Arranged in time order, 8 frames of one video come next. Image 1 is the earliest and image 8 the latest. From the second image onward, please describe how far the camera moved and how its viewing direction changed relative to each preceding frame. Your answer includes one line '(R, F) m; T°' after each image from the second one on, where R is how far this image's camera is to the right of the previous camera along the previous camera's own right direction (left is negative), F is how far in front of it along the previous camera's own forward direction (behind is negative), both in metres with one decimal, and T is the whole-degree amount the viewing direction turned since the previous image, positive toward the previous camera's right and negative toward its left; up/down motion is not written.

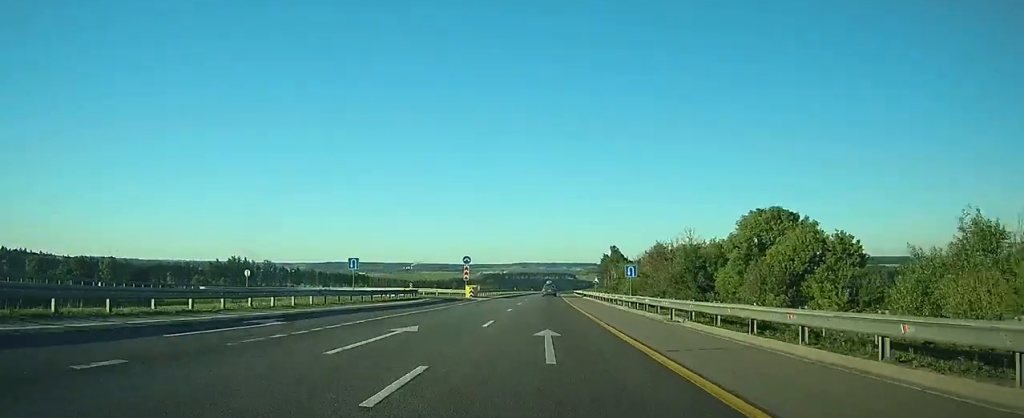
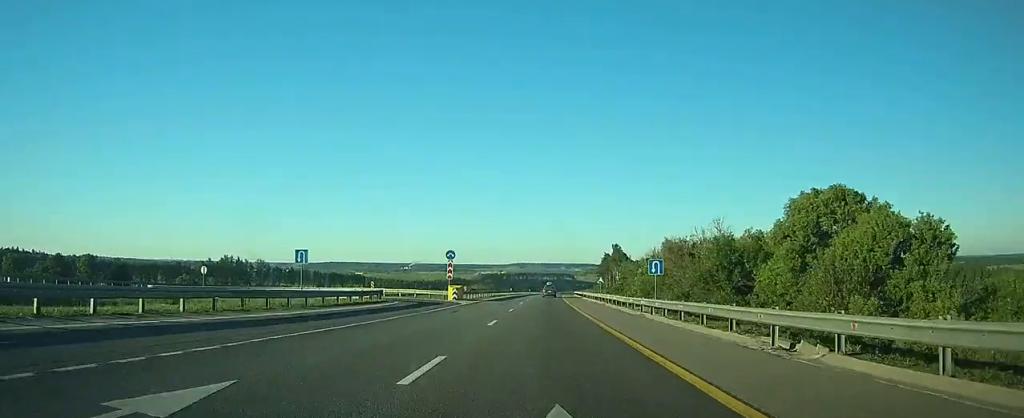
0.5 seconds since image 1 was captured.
(0.0, +10.4) m; 0°
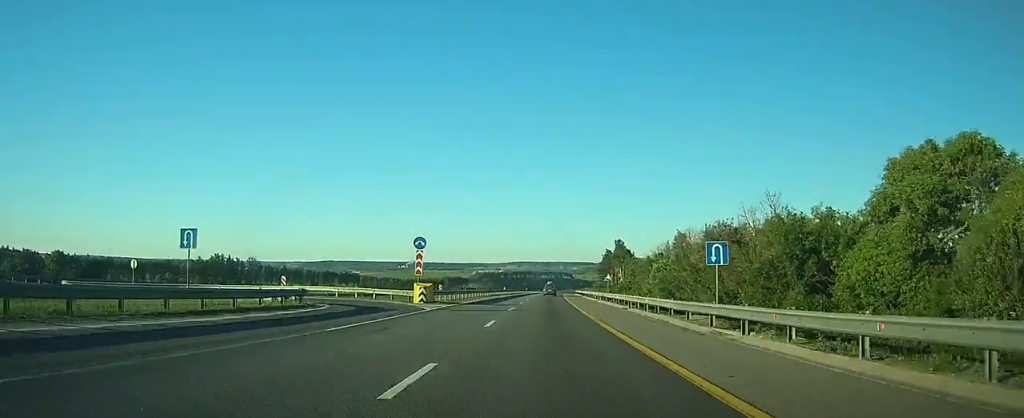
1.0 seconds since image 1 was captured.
(0.0, +12.7) m; 0°
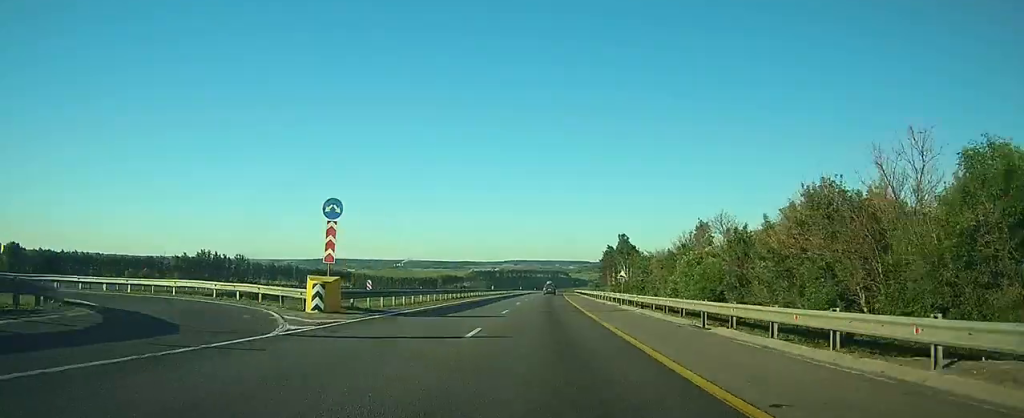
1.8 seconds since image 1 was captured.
(0.0, +16.5) m; +1°
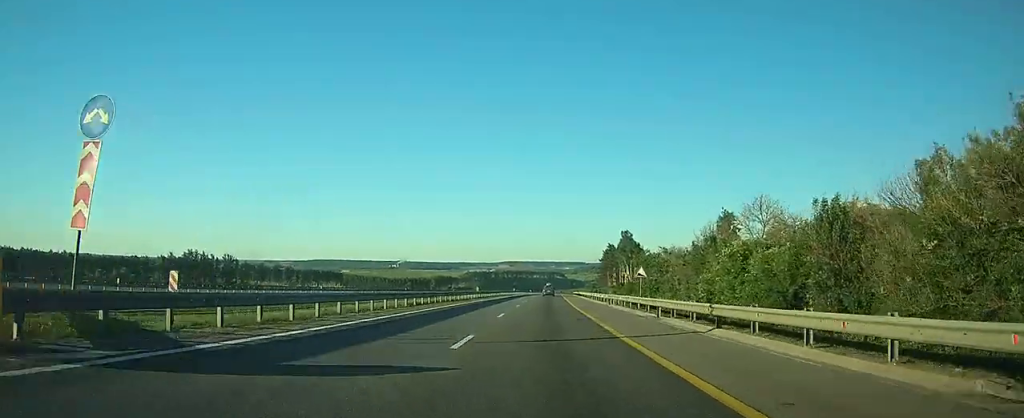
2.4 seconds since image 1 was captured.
(+0.1, +13.6) m; +1°
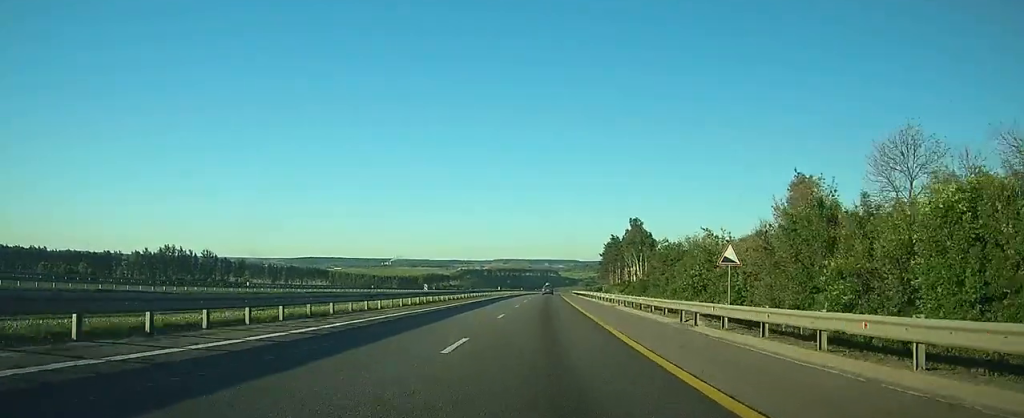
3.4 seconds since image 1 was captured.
(+0.2, +24.2) m; +1°
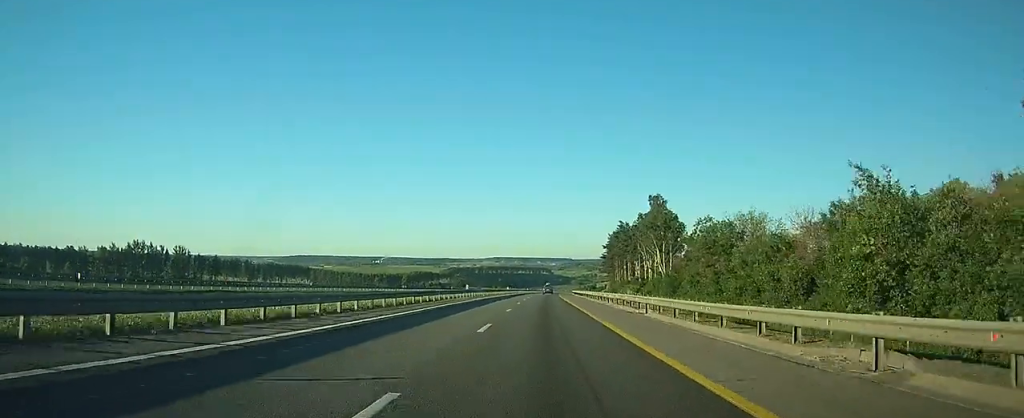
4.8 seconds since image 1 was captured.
(0.0, +30.5) m; 0°
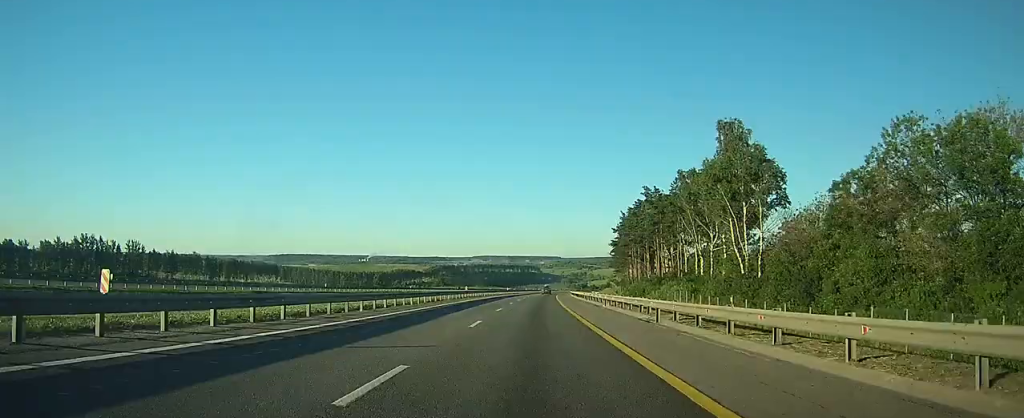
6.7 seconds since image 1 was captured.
(+0.2, +45.1) m; 0°
